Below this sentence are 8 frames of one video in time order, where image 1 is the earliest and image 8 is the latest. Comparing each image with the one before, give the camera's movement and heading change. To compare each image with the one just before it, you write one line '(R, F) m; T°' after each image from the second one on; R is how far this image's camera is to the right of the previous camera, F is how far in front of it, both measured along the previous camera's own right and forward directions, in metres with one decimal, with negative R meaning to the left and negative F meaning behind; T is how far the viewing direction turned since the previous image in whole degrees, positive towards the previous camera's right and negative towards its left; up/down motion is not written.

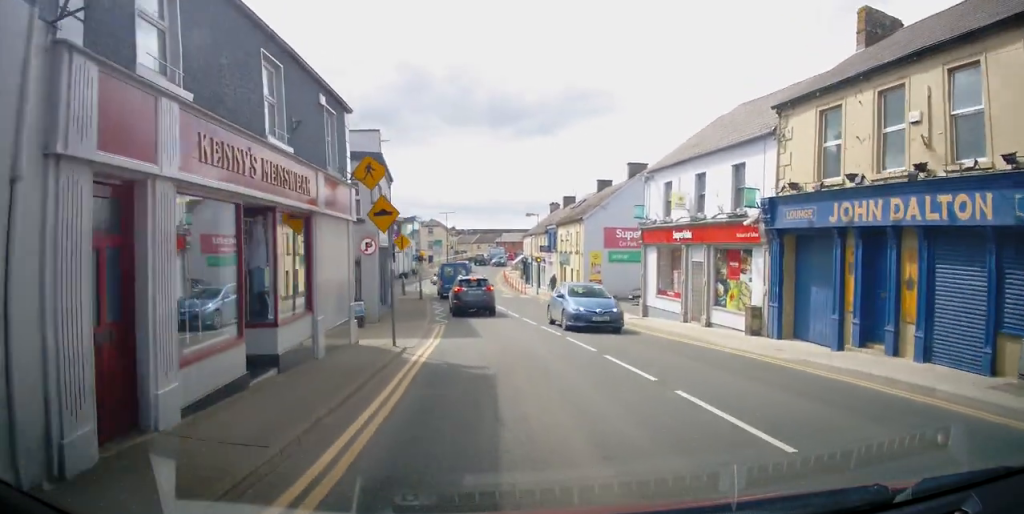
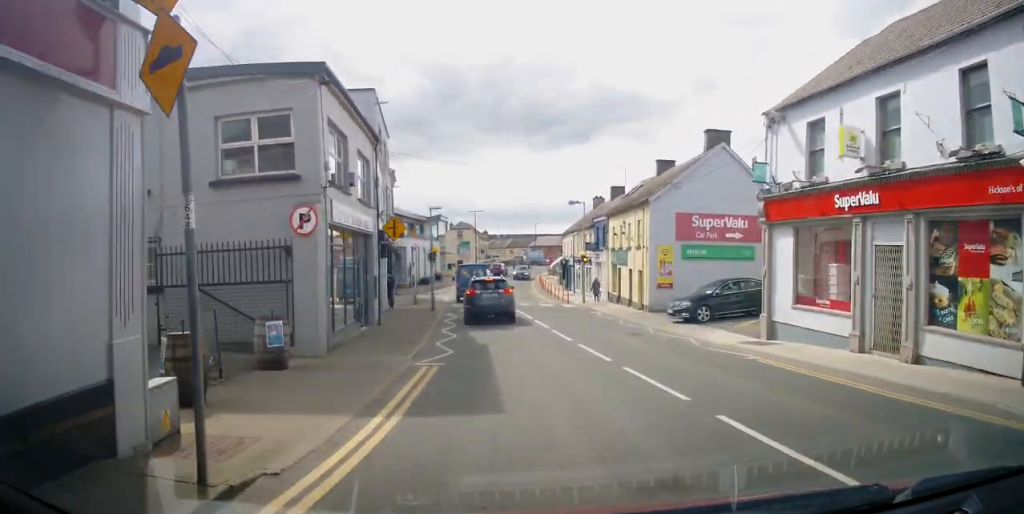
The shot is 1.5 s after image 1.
(0.0, +9.0) m; -3°
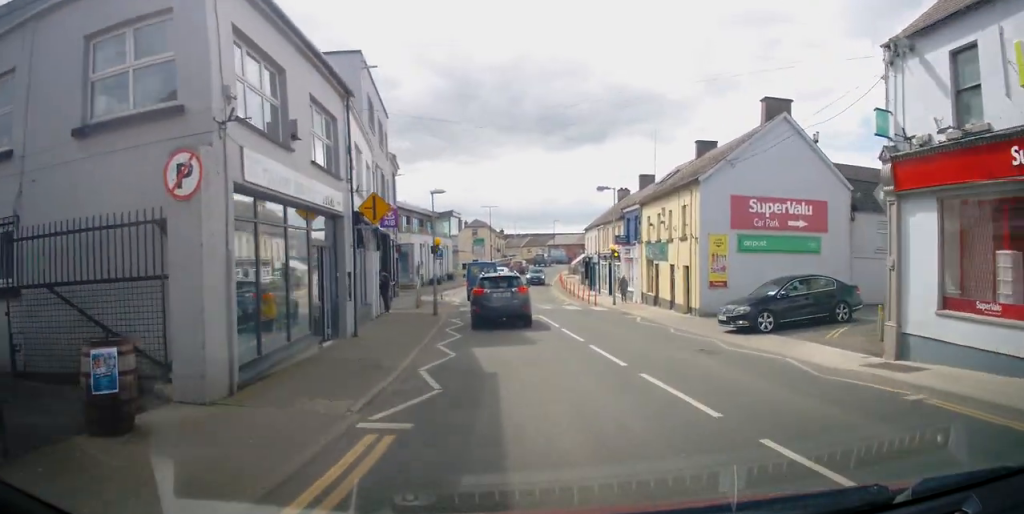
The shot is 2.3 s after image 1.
(-0.1, +5.1) m; -2°
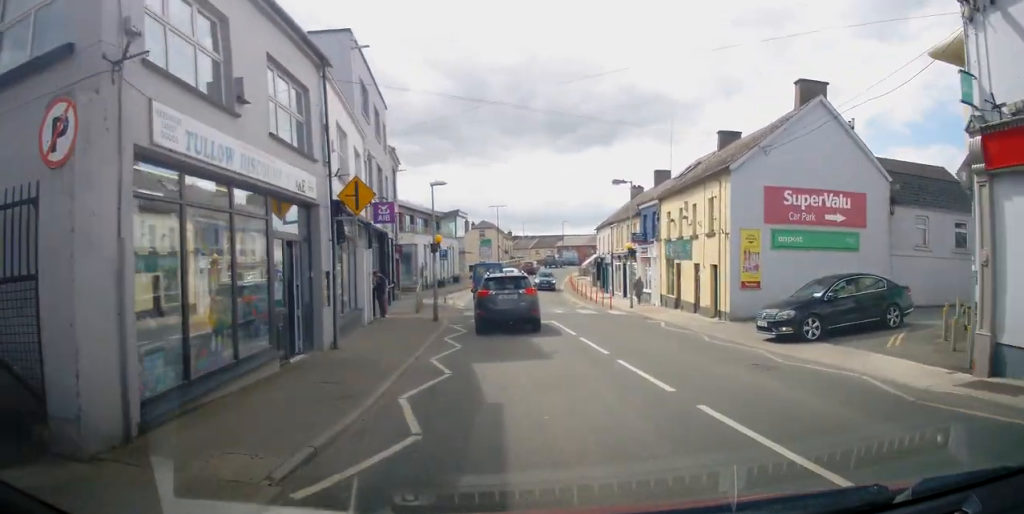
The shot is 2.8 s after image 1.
(0.0, +2.7) m; -1°
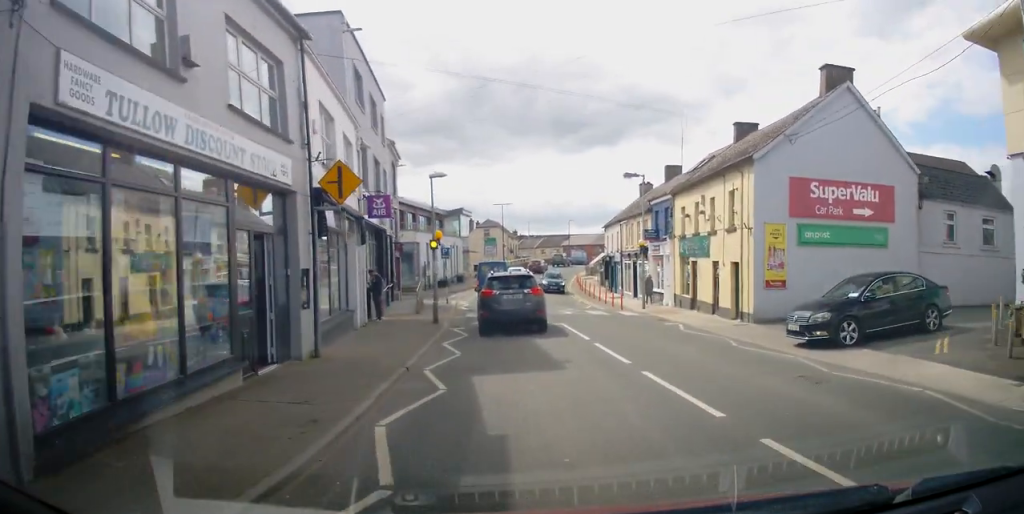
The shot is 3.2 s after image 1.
(-0.1, +1.6) m; -1°
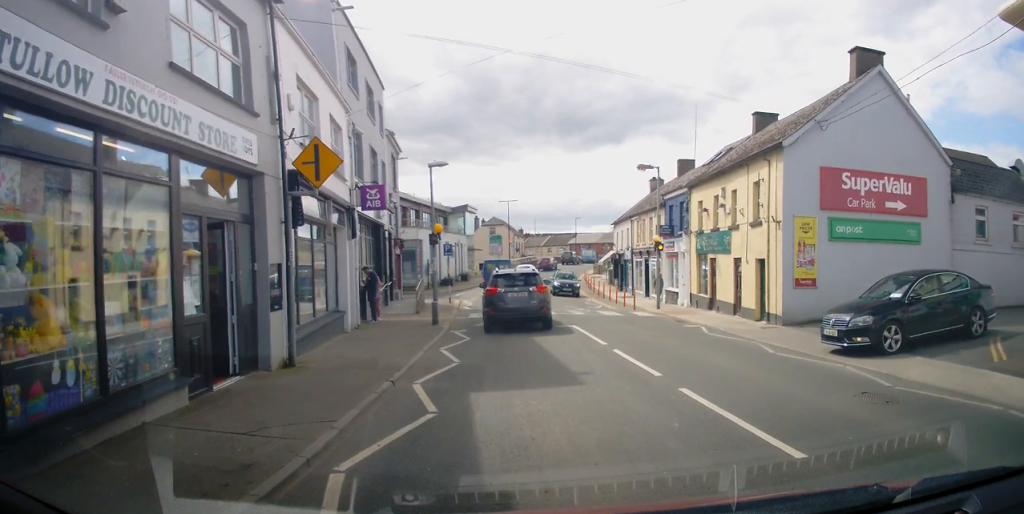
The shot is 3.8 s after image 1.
(0.0, +2.1) m; -1°
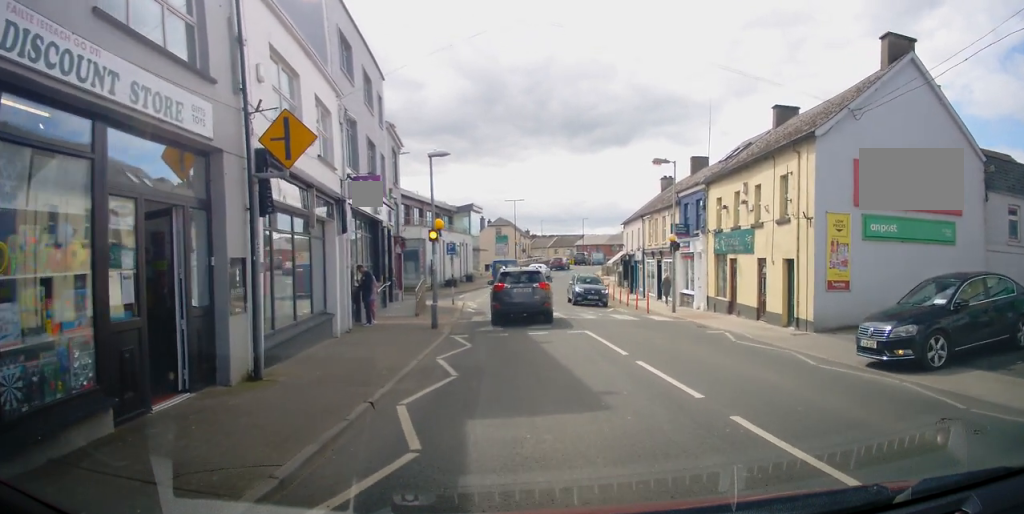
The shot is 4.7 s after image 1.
(0.0, +2.0) m; 0°
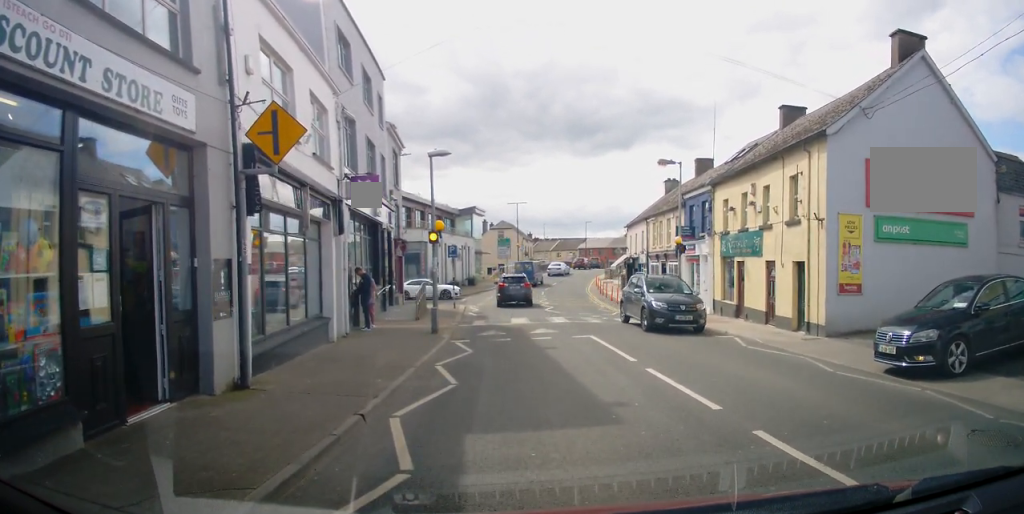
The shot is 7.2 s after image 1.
(0.0, +0.6) m; 0°
